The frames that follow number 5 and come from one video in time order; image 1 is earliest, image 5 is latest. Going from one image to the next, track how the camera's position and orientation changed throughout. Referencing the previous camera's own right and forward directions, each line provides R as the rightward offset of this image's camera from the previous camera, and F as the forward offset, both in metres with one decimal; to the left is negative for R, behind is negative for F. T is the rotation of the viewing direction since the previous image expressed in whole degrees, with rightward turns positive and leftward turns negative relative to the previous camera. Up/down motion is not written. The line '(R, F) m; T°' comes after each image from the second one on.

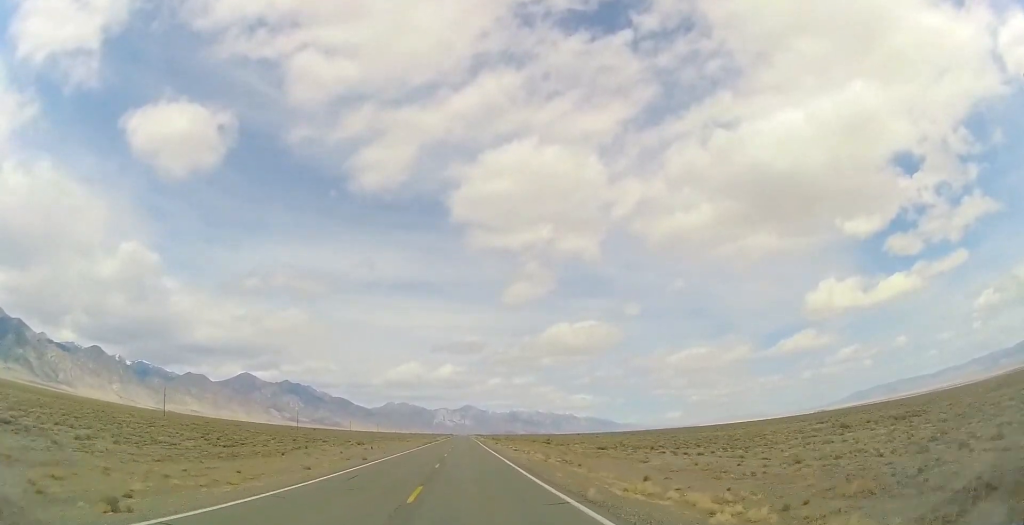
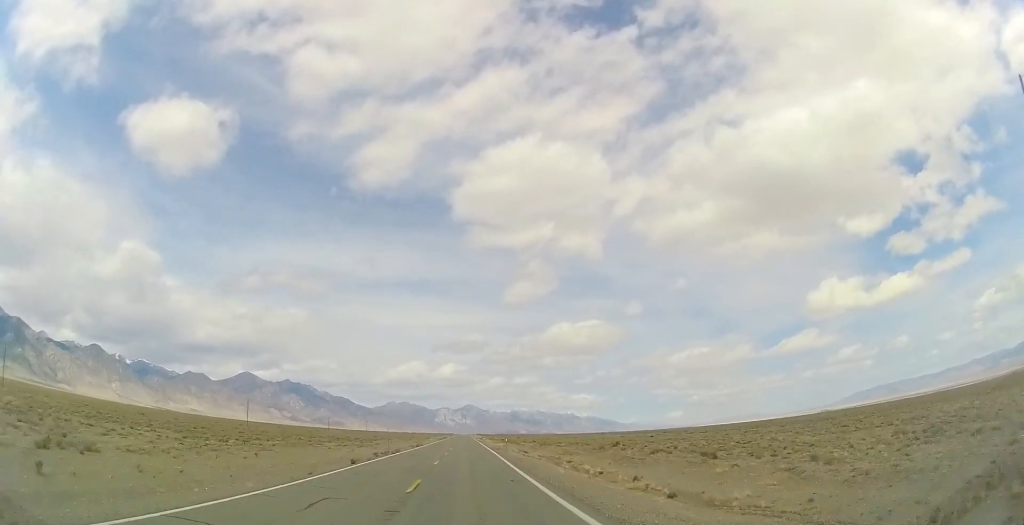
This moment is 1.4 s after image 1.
(-0.5, +46.9) m; -1°
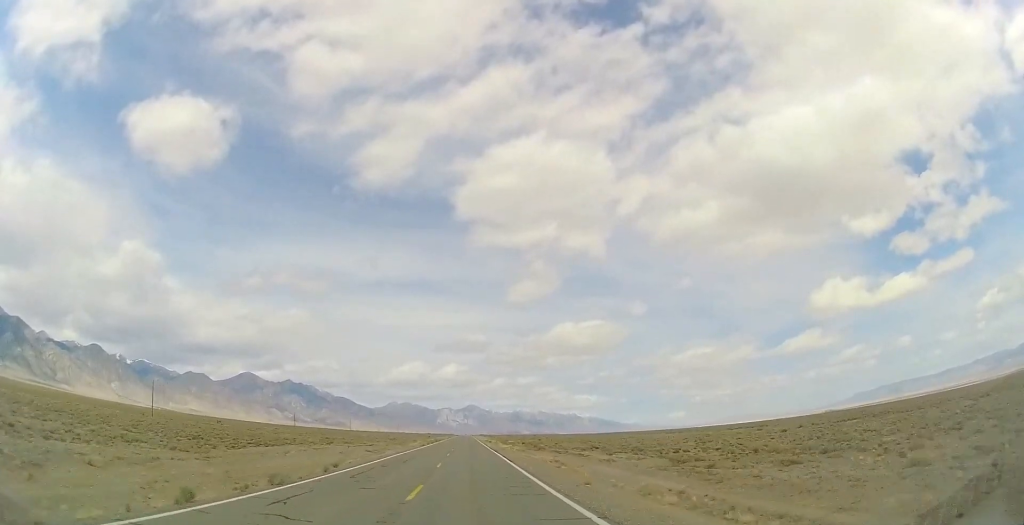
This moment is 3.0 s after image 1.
(0.0, +50.2) m; 0°
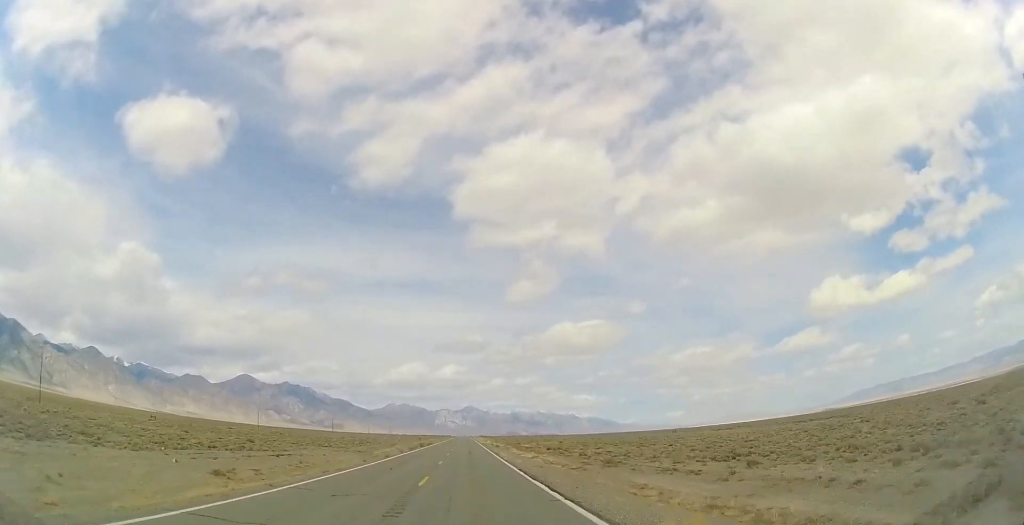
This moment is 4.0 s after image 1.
(0.0, +32.8) m; 0°
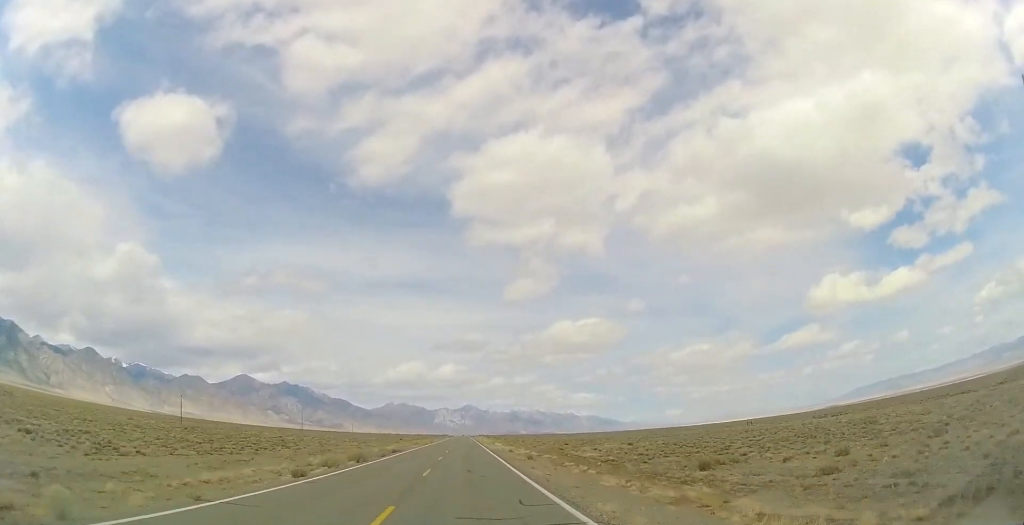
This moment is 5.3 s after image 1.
(0.0, +44.9) m; 0°
